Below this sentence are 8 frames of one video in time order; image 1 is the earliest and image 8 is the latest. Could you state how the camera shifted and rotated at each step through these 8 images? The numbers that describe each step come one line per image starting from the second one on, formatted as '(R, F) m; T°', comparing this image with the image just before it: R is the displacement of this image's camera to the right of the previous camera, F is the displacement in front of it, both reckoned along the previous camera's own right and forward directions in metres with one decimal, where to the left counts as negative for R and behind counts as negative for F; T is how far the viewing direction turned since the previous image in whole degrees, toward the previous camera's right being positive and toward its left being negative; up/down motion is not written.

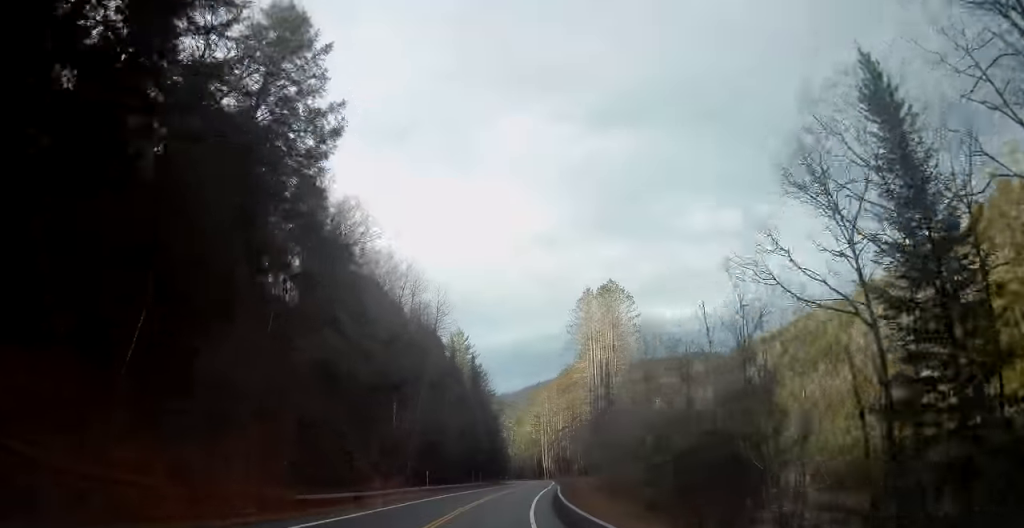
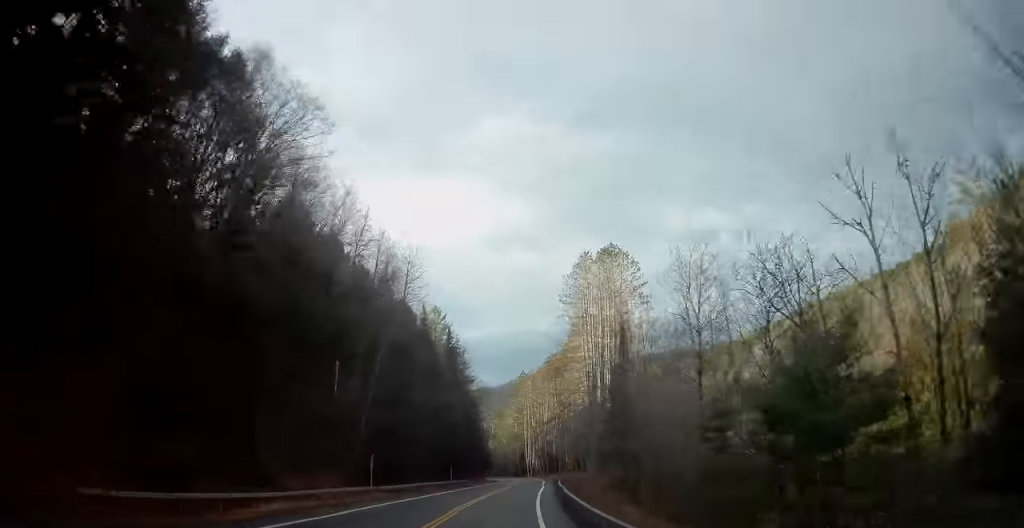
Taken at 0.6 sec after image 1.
(+0.2, +15.7) m; +2°
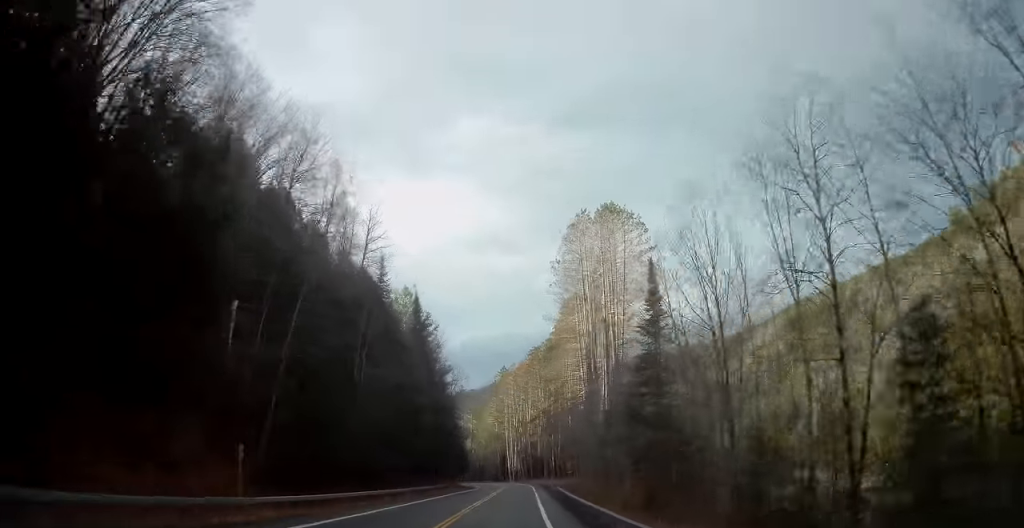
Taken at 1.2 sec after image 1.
(+0.1, +14.9) m; +3°
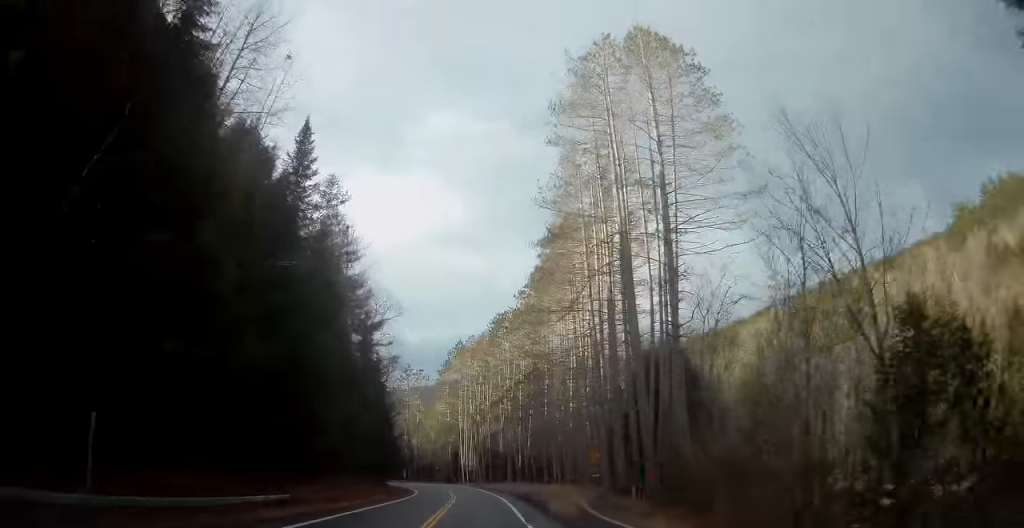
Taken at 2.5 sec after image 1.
(+1.6, +31.9) m; +4°
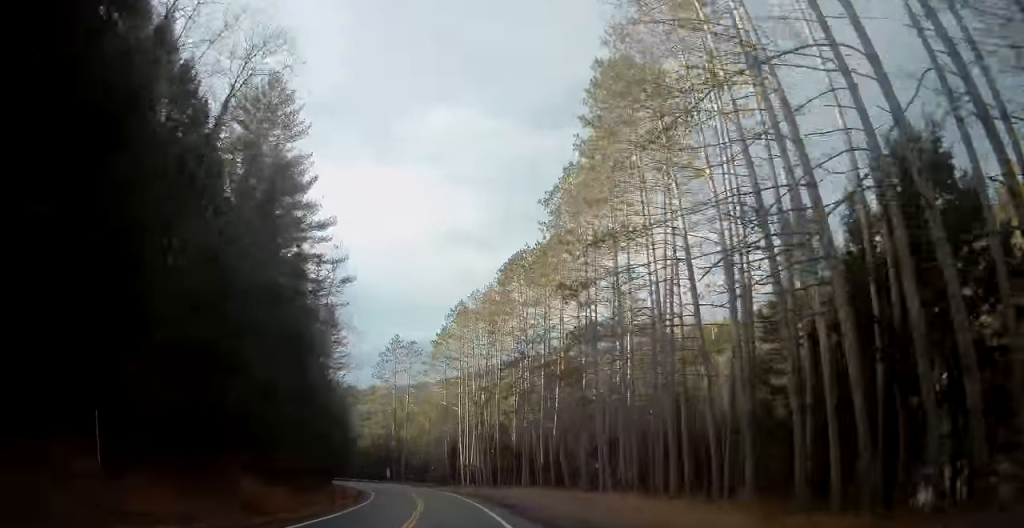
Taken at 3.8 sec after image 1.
(+0.3, +31.6) m; +1°
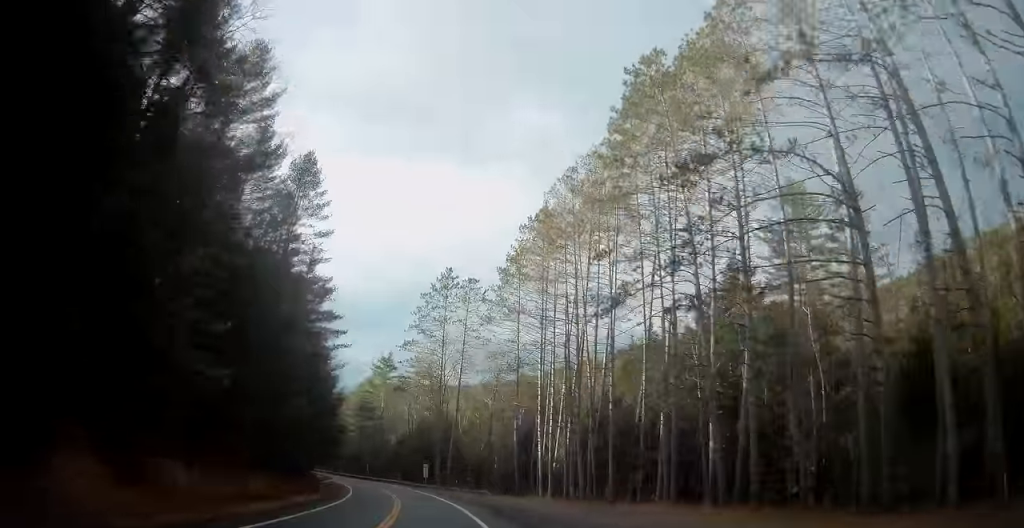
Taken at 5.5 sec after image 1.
(-0.8, +39.2) m; -4°
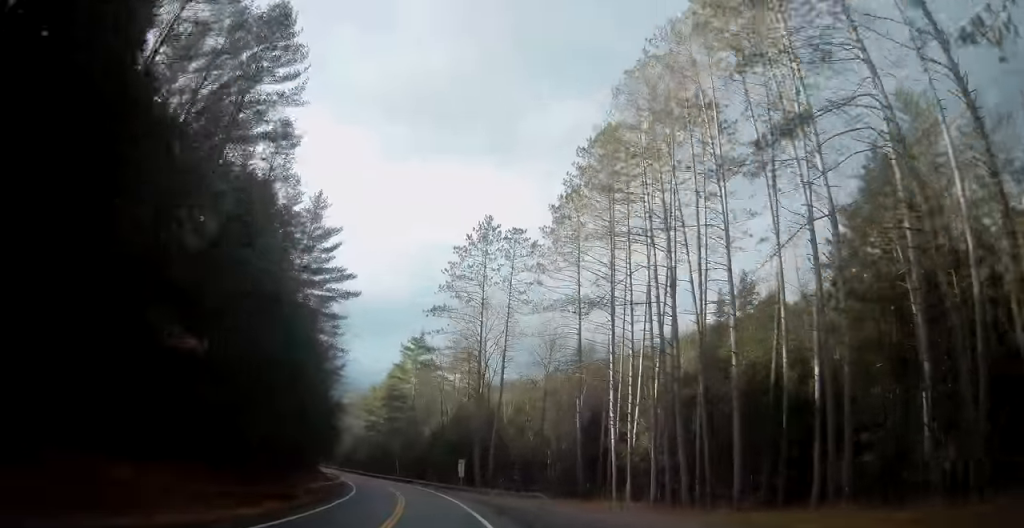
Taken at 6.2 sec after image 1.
(-0.3, +16.7) m; -4°
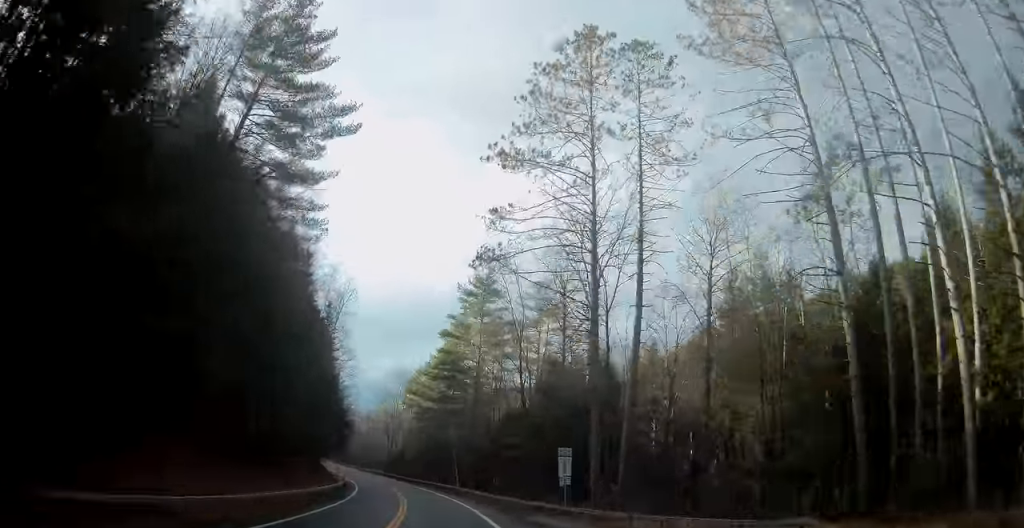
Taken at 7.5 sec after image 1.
(-2.5, +31.7) m; -9°
